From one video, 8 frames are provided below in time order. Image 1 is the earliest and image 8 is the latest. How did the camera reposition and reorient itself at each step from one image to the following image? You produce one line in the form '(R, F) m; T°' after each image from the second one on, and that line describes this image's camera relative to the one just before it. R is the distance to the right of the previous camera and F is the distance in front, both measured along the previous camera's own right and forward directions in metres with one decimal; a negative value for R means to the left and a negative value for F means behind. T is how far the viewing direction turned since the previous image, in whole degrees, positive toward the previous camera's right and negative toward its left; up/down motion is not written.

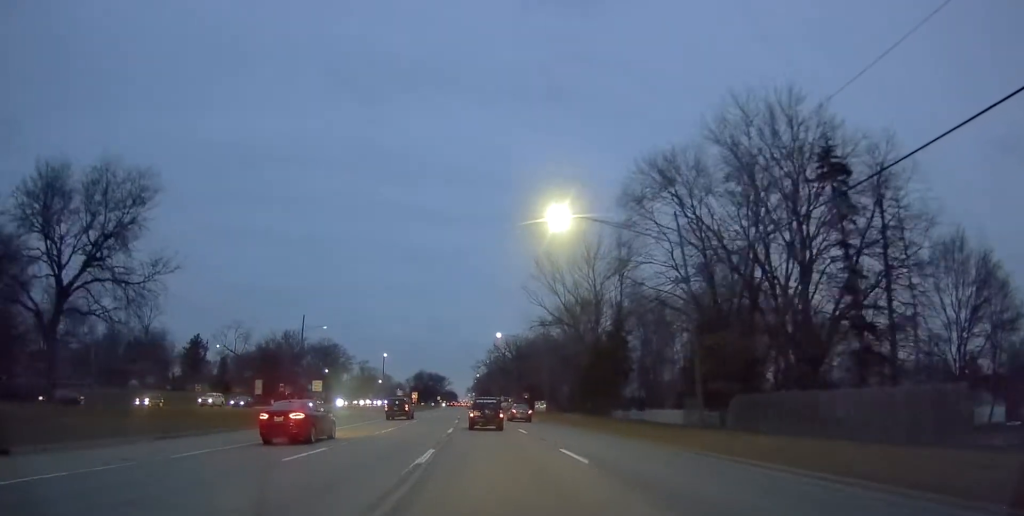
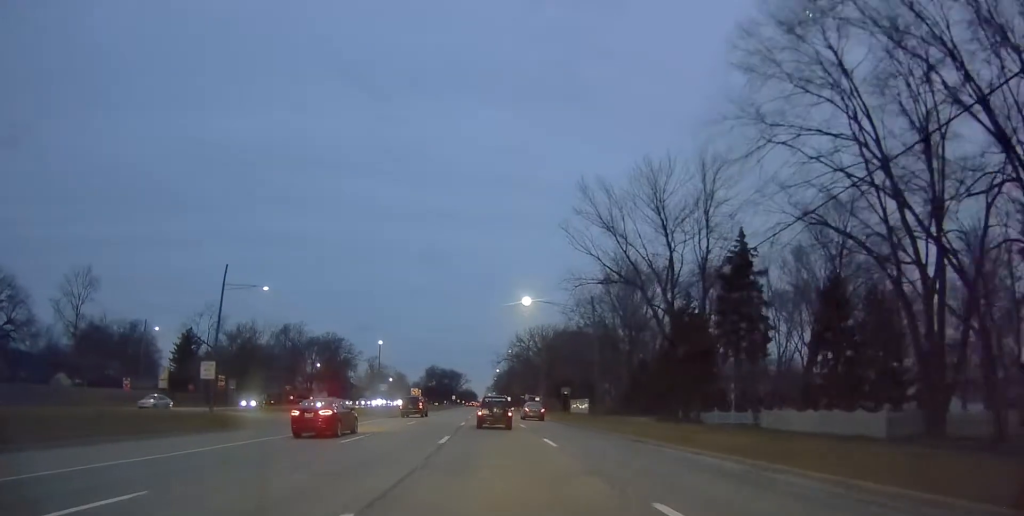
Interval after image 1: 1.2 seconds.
(-0.2, +24.5) m; -2°
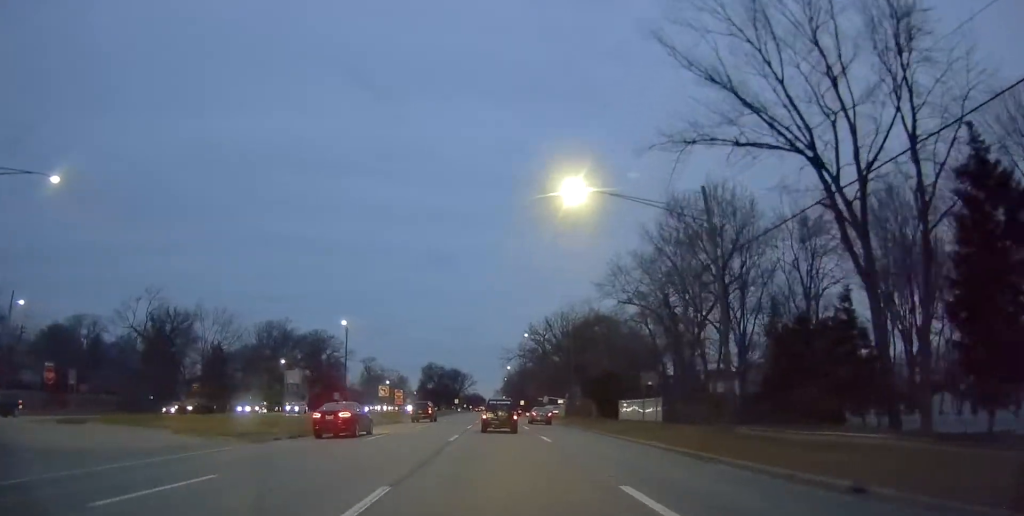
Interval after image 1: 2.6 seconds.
(-0.6, +27.9) m; -2°
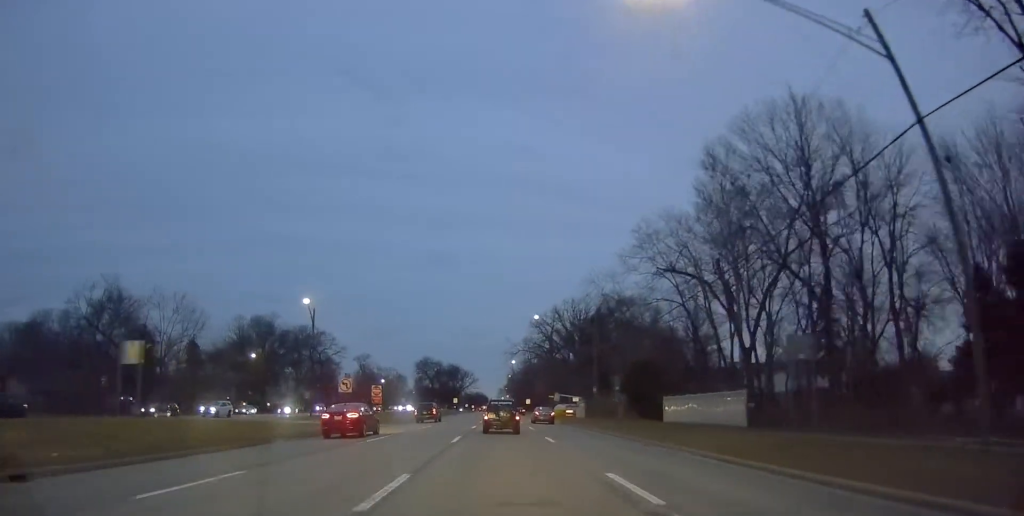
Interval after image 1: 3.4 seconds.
(0.0, +14.7) m; -1°
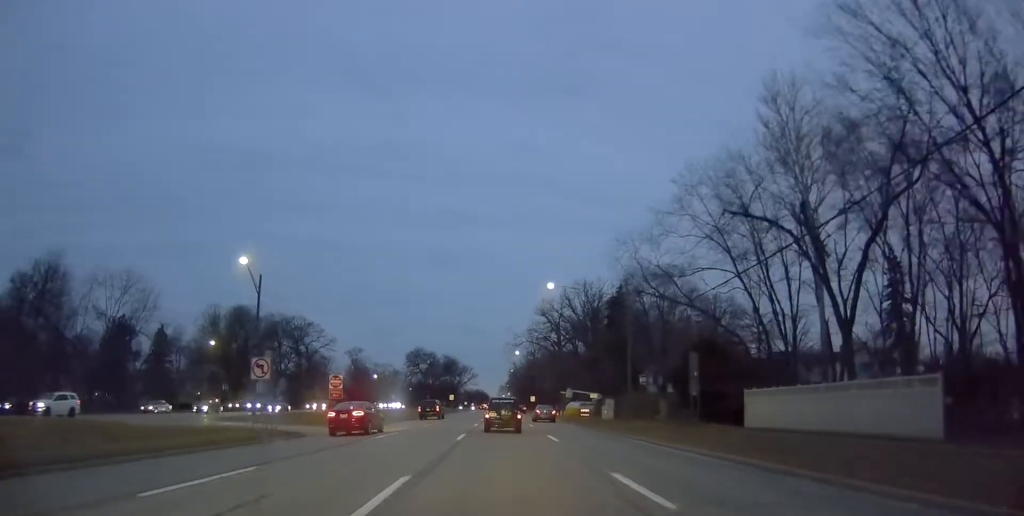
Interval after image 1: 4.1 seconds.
(-0.3, +14.7) m; 0°
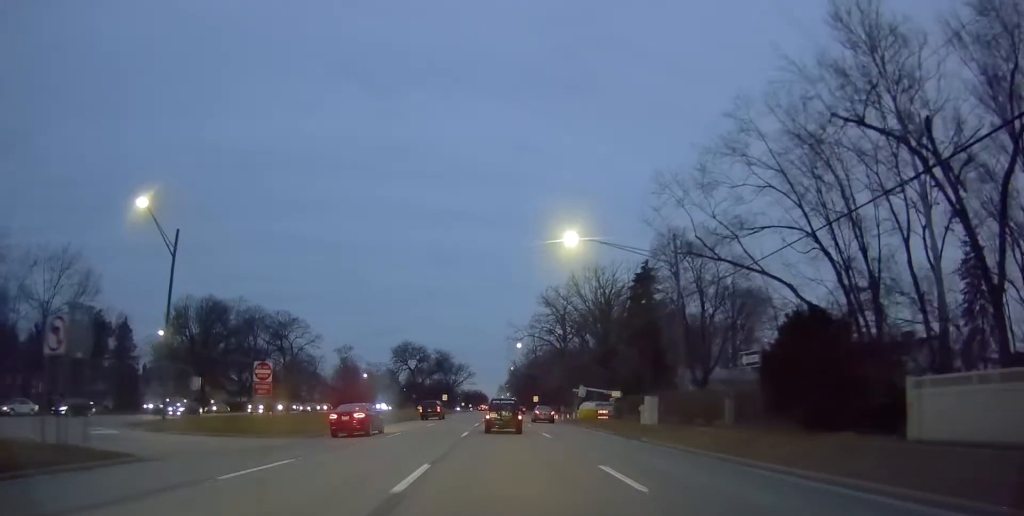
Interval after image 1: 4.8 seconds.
(+0.2, +13.5) m; +1°
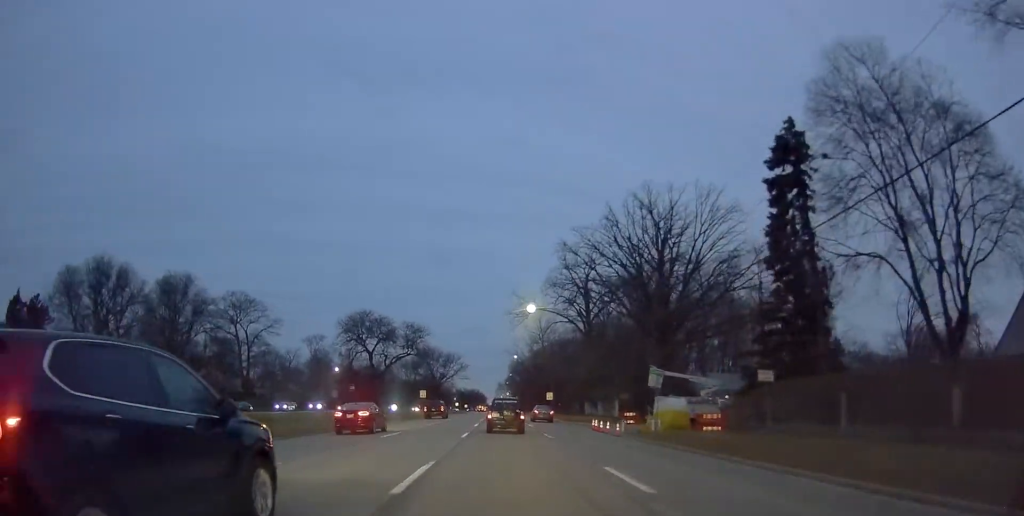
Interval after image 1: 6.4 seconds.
(+0.1, +32.6) m; -2°
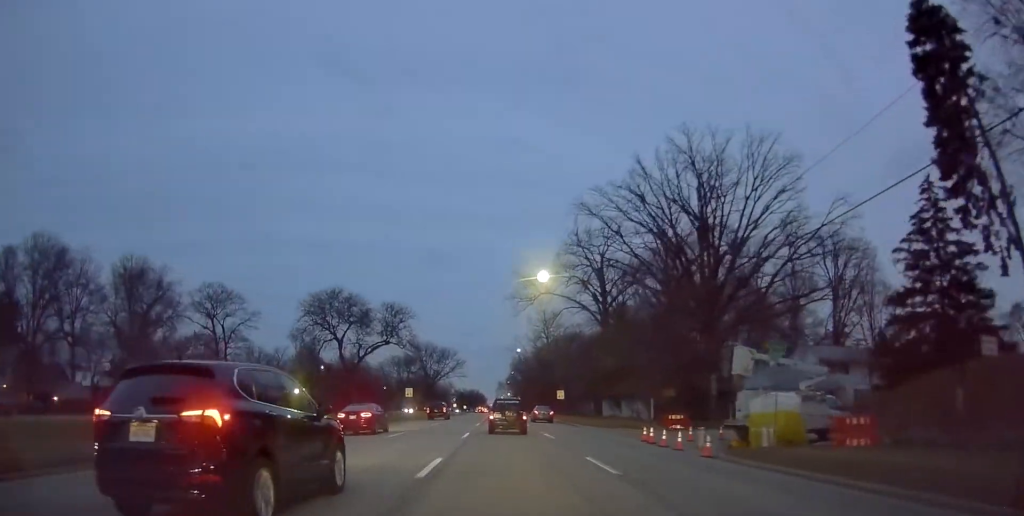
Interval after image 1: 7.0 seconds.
(-0.5, +13.4) m; 0°
